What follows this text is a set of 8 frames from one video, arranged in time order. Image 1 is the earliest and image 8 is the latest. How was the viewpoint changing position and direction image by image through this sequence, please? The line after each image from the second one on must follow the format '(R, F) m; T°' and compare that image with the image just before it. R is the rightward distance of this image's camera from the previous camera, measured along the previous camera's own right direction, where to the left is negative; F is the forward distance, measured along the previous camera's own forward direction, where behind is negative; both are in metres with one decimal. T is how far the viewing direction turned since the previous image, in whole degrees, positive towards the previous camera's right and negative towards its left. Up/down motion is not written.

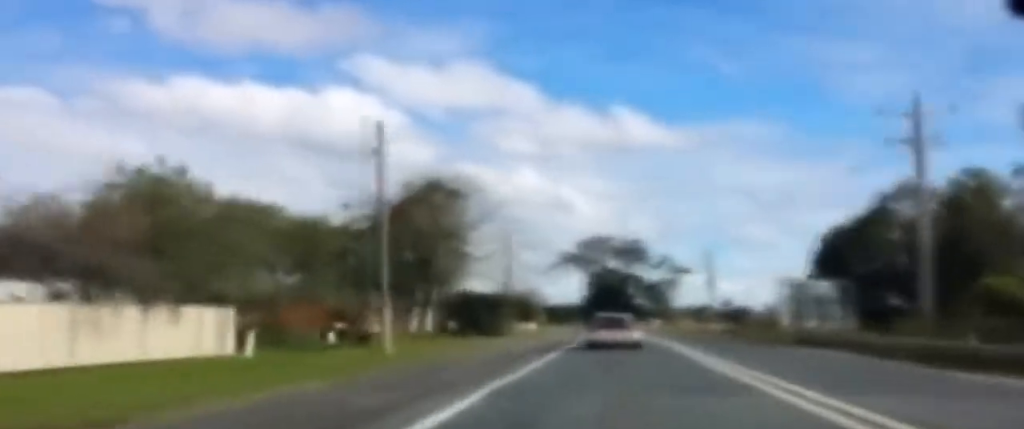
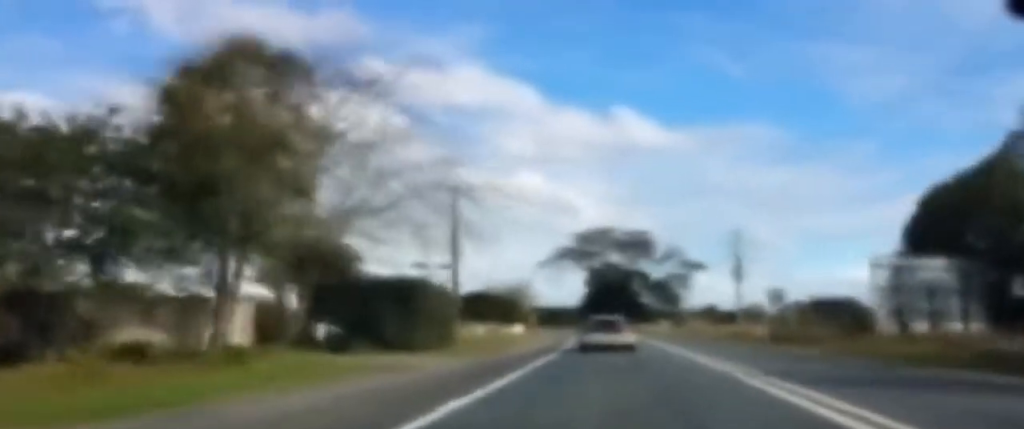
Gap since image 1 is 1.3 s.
(0.0, +22.9) m; 0°
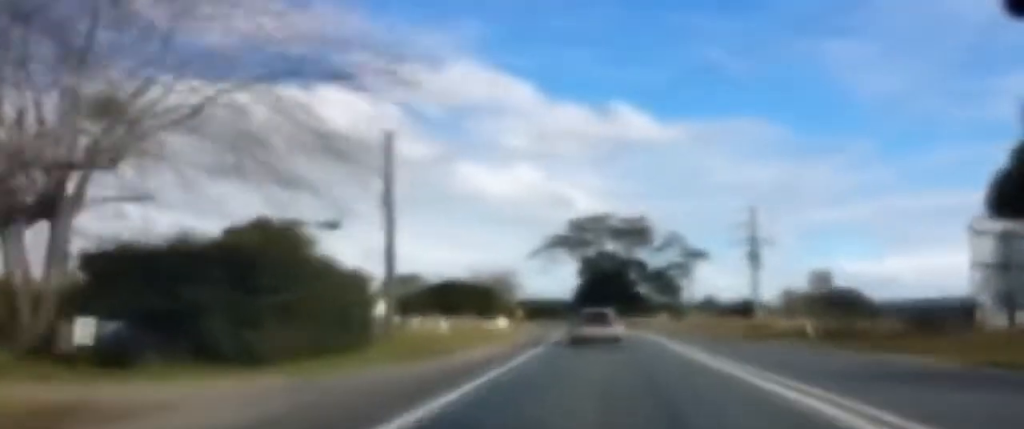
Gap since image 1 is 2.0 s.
(0.0, +12.7) m; 0°
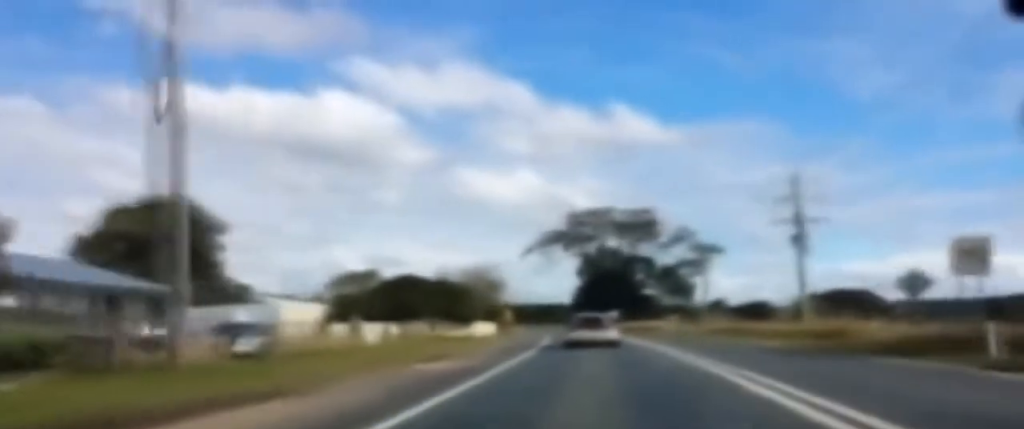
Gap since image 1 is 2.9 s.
(-0.1, +17.0) m; 0°
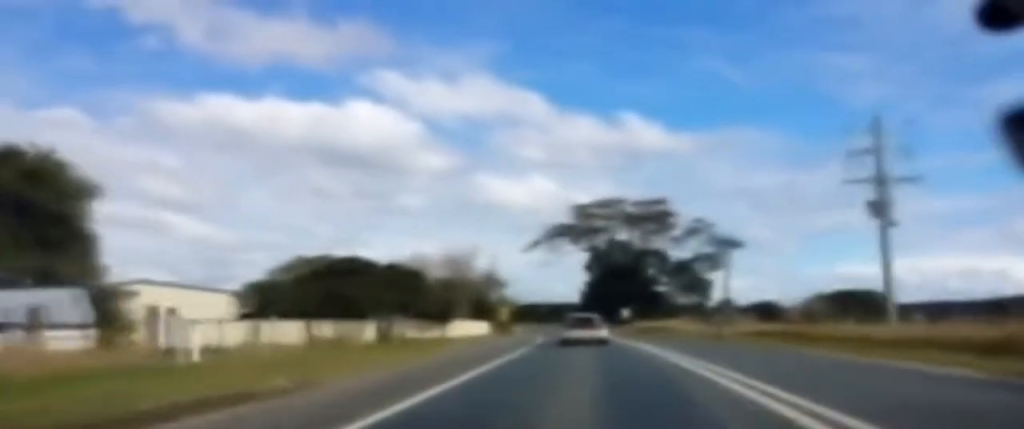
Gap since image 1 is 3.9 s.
(+0.1, +17.4) m; 0°
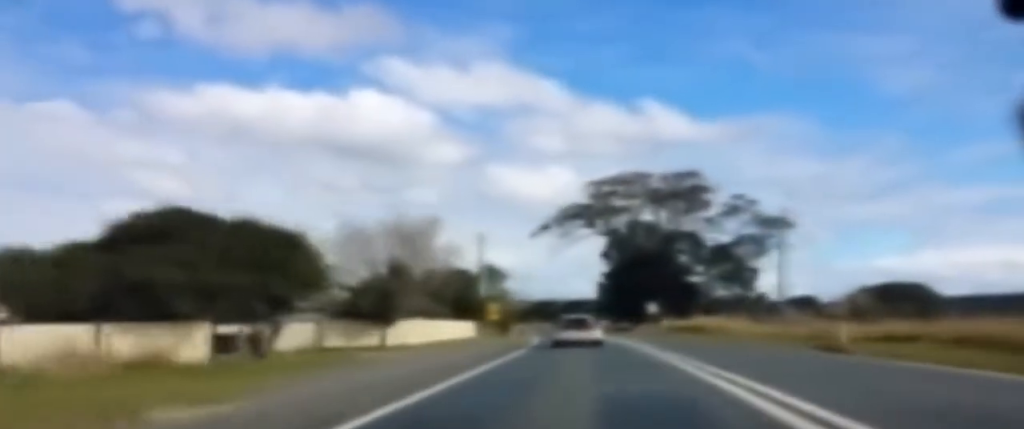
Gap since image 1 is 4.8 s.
(-0.2, +17.3) m; -1°
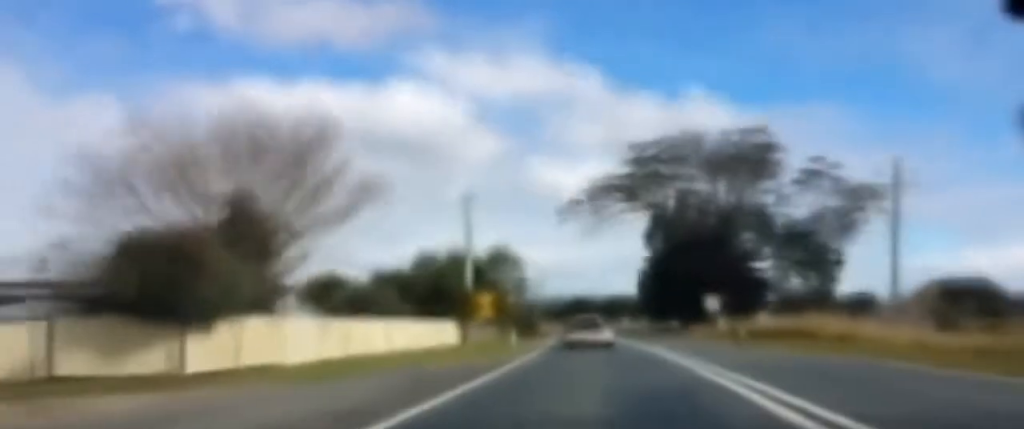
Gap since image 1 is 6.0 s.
(-0.3, +20.2) m; -2°
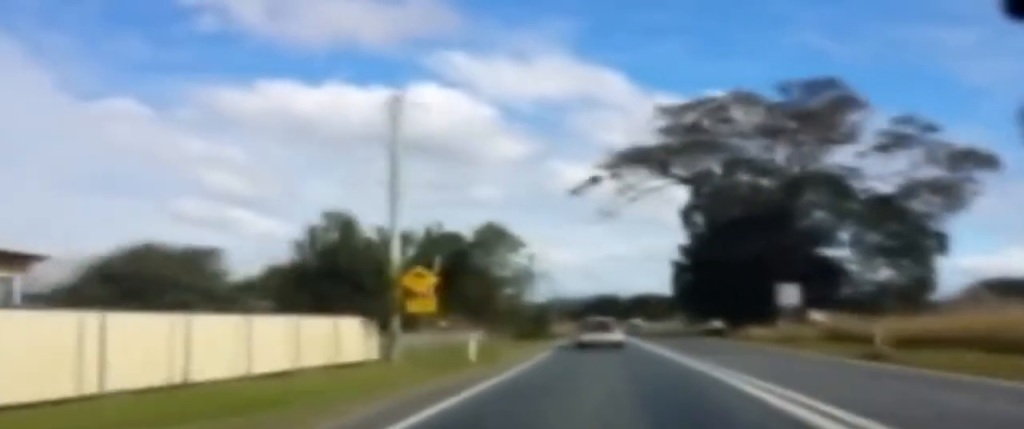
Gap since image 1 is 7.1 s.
(-0.4, +19.7) m; -1°
